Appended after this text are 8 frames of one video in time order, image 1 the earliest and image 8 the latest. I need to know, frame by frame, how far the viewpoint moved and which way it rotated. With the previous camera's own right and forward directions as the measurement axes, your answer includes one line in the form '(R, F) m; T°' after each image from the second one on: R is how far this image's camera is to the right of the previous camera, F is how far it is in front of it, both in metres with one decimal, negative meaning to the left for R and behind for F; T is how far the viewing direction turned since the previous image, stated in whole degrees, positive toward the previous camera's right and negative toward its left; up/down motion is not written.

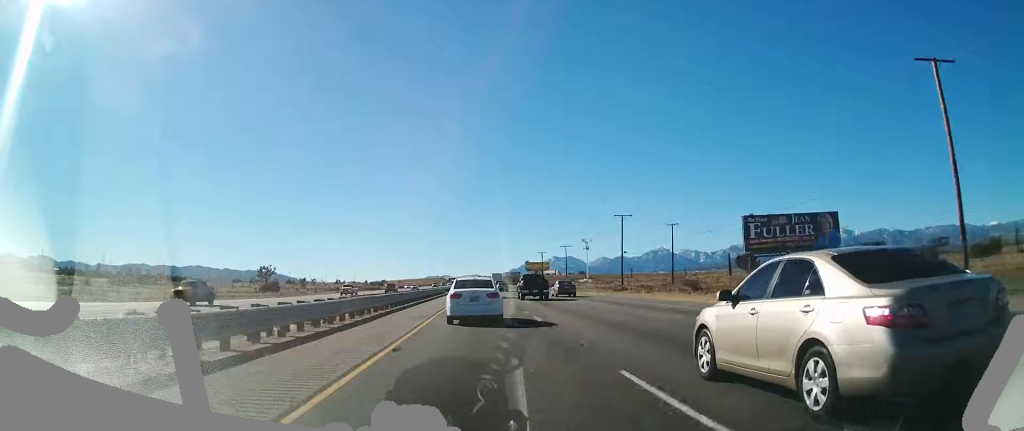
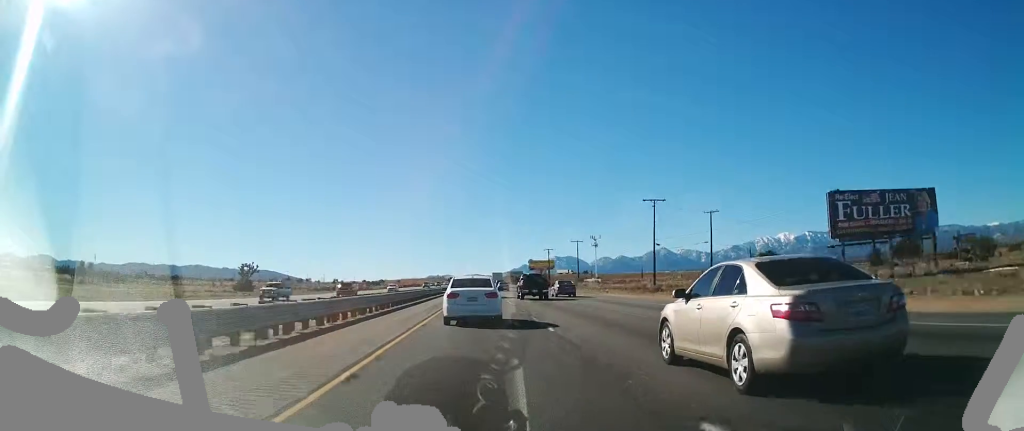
(-0.2, +18.7) m; -1°
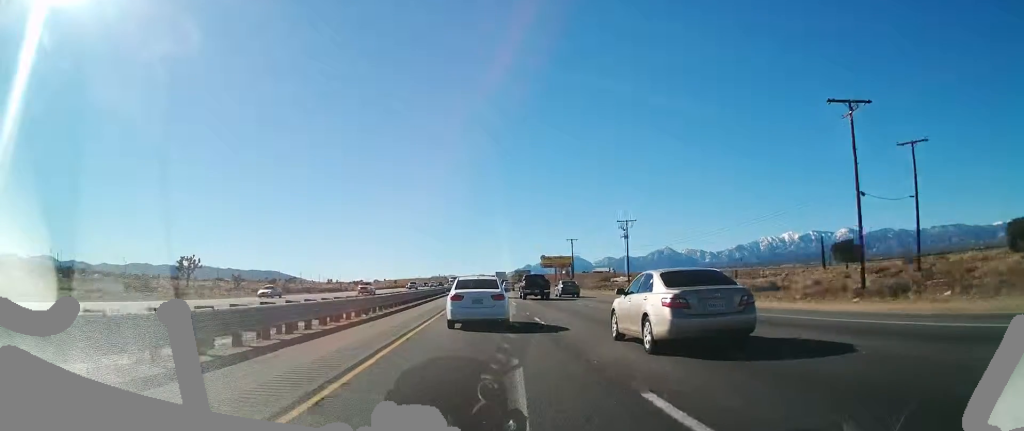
(-0.7, +46.7) m; 0°
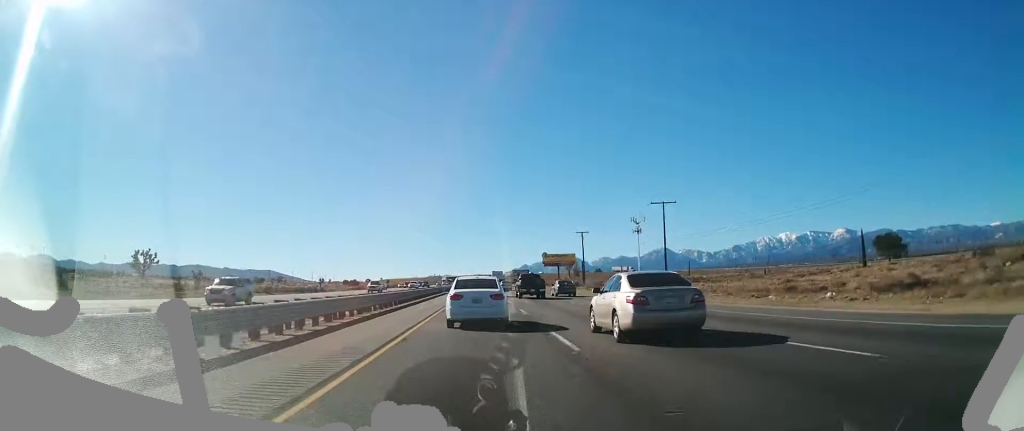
(+0.5, +21.8) m; 0°
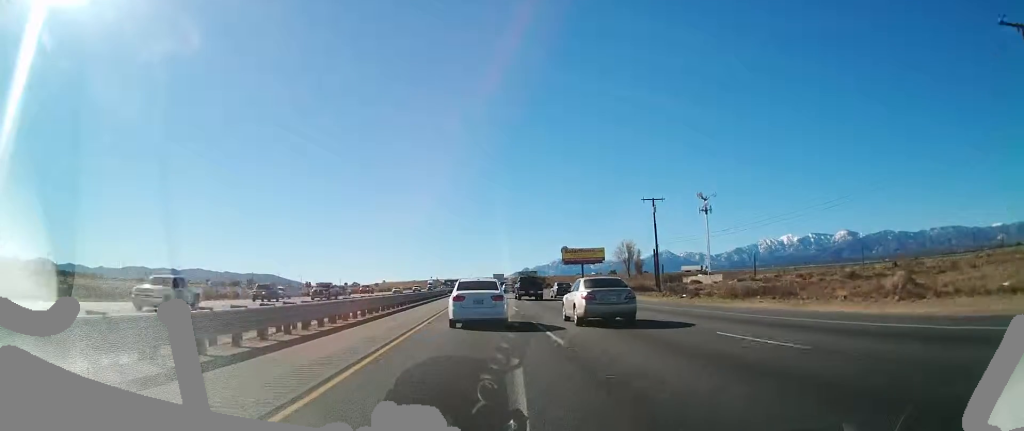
(-0.7, +56.7) m; 0°
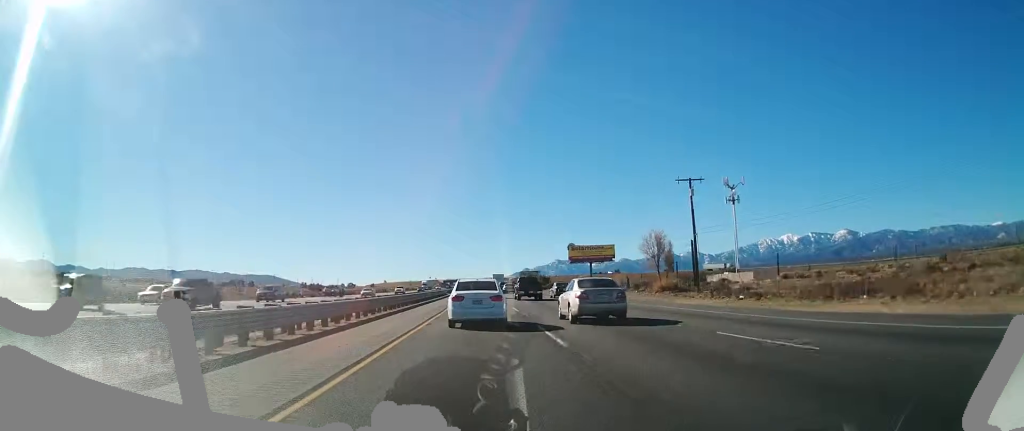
(0.0, +14.6) m; 0°
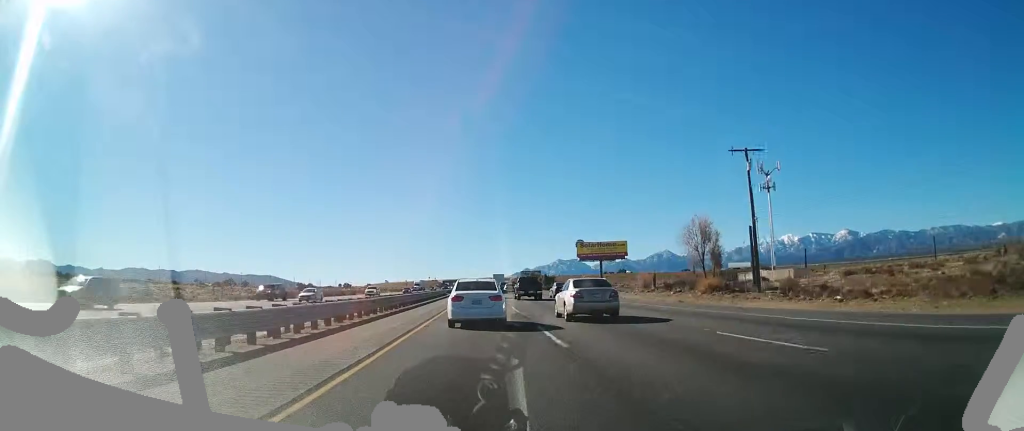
(-0.1, +14.7) m; 0°
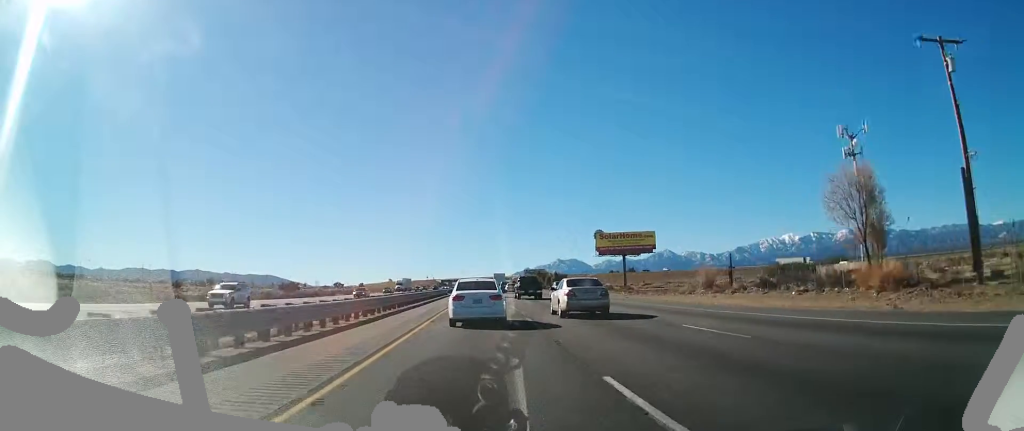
(+0.2, +25.5) m; +1°
